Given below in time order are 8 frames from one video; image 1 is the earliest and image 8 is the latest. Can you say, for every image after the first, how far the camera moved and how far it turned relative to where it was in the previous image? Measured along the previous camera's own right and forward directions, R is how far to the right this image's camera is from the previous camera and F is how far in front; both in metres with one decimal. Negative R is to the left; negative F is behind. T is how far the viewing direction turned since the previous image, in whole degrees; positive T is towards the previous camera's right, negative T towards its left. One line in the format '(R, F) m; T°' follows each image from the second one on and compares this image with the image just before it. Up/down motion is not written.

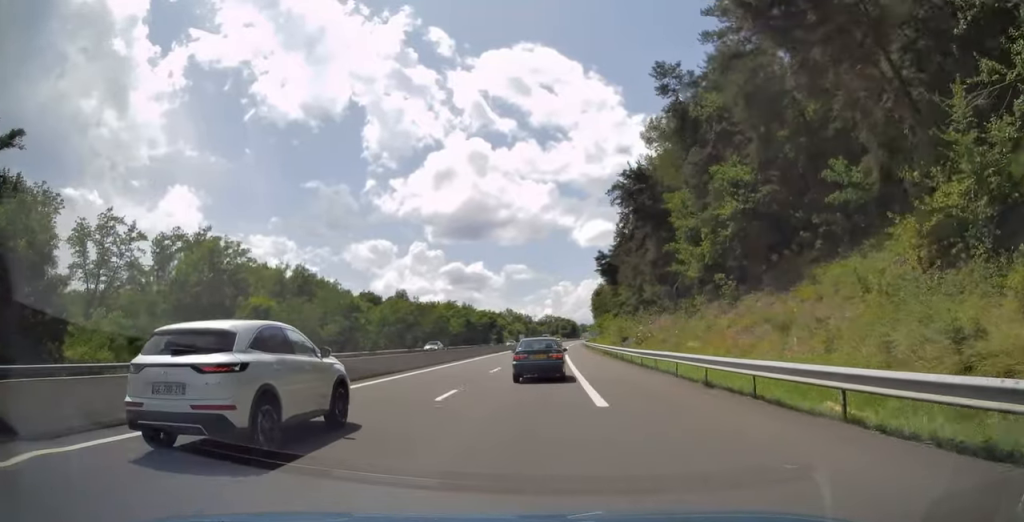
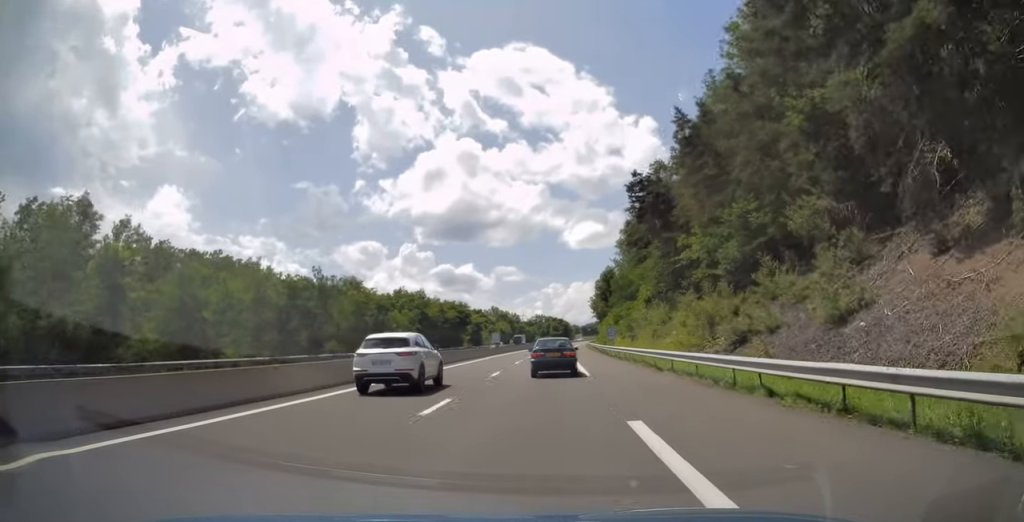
(0.0, +41.4) m; +1°
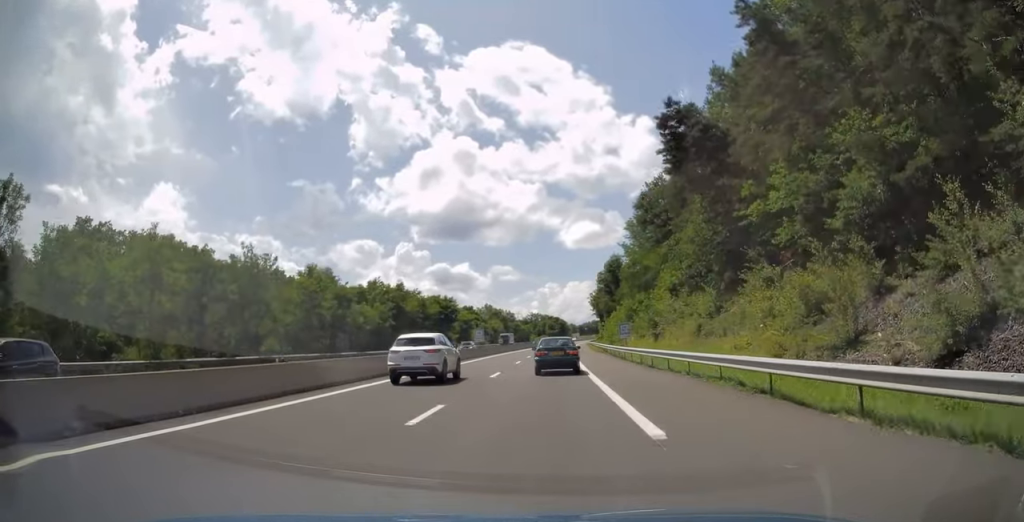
(-0.2, +14.3) m; +1°
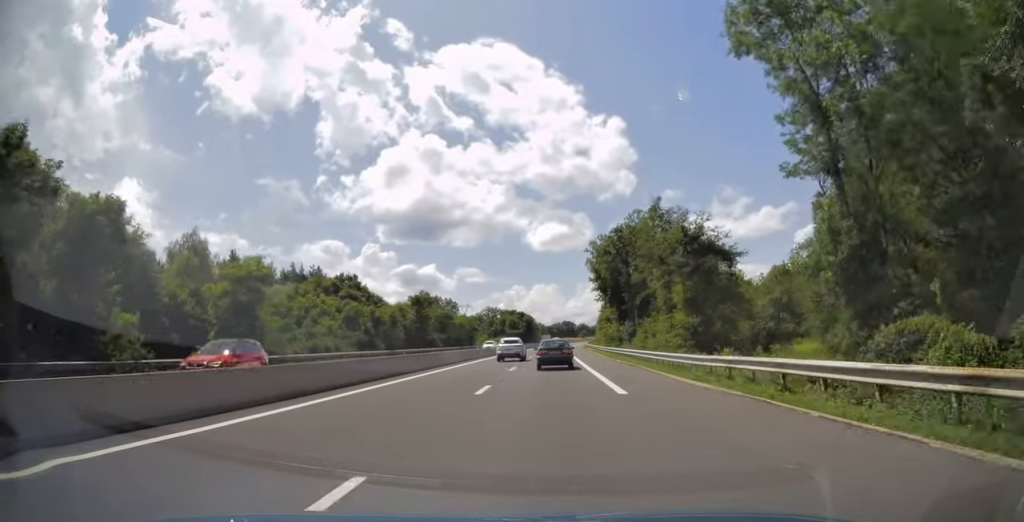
(+3.1, +96.6) m; +4°
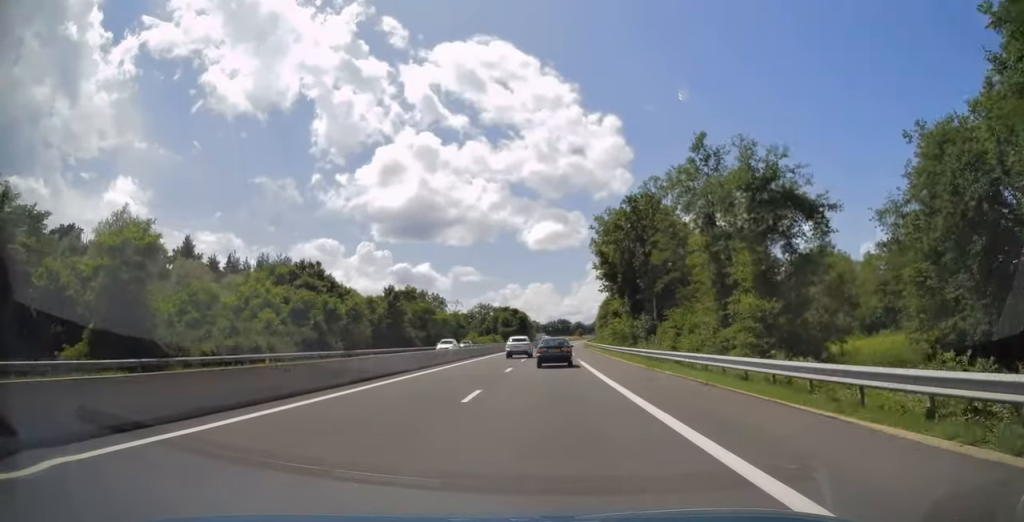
(0.0, +15.4) m; 0°
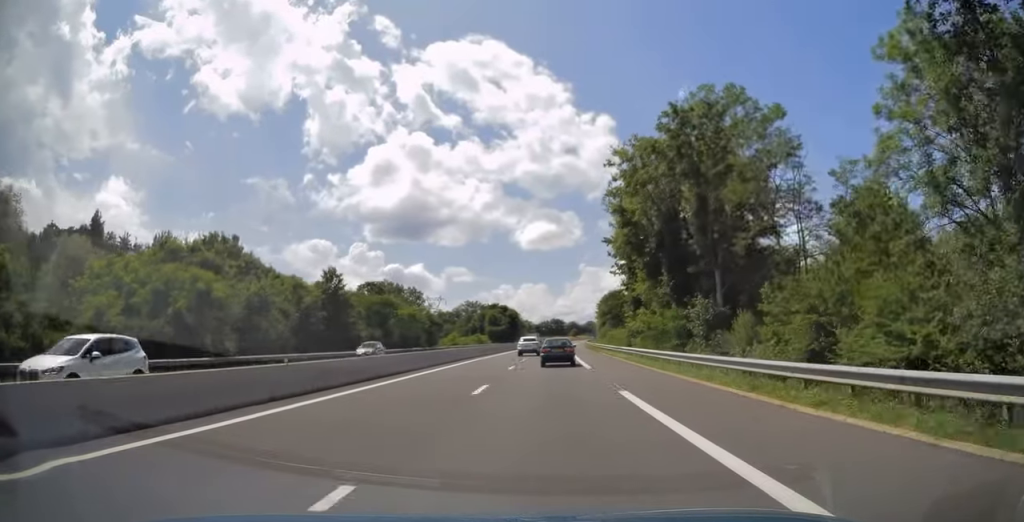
(0.0, +23.6) m; +1°
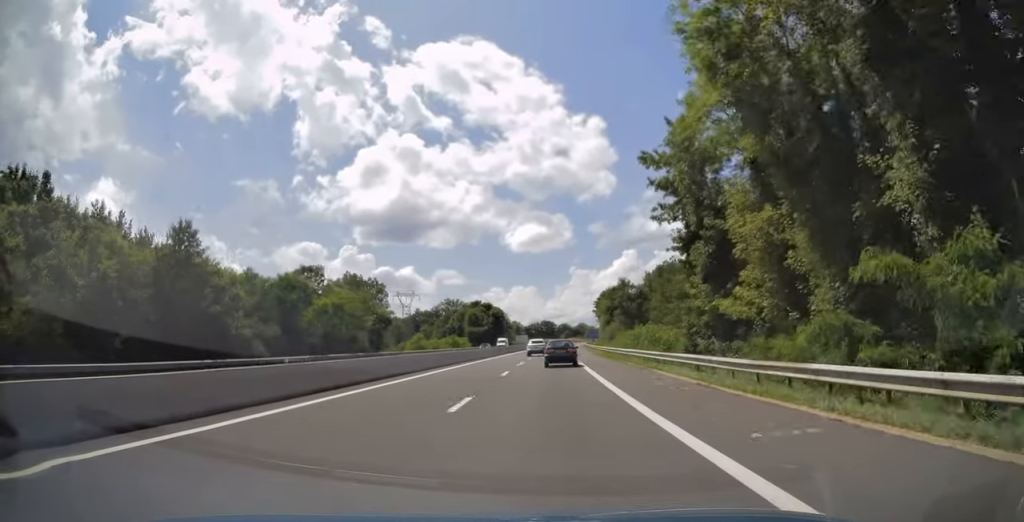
(+0.3, +29.2) m; +1°
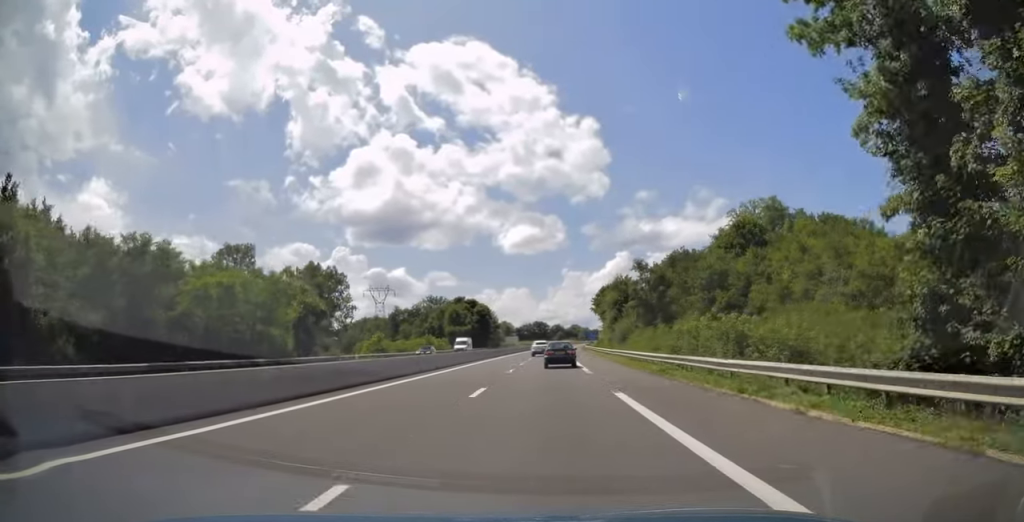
(+0.4, +22.0) m; +1°
